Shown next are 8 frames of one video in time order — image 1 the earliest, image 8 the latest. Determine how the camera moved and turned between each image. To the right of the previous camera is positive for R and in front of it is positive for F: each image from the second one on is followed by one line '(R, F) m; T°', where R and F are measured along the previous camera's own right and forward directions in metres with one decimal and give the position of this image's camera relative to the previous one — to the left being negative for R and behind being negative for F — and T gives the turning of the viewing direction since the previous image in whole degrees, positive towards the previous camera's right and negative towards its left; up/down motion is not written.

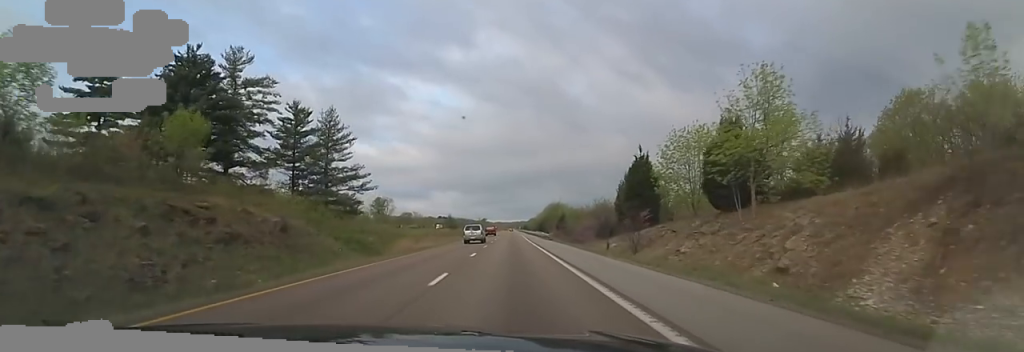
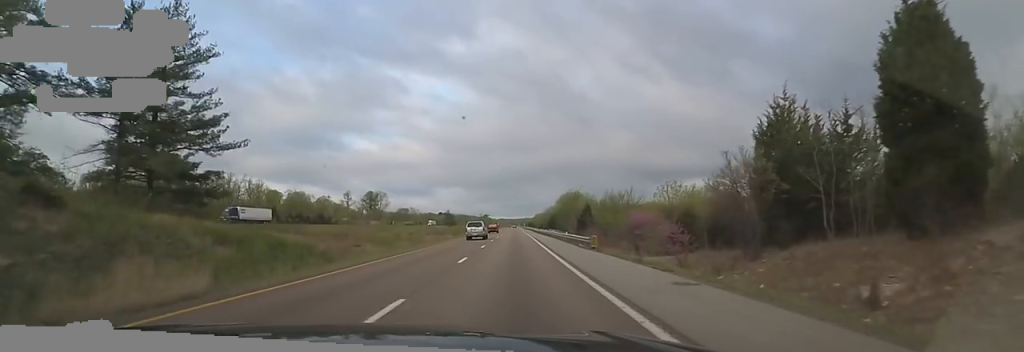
(+0.4, +29.5) m; -1°
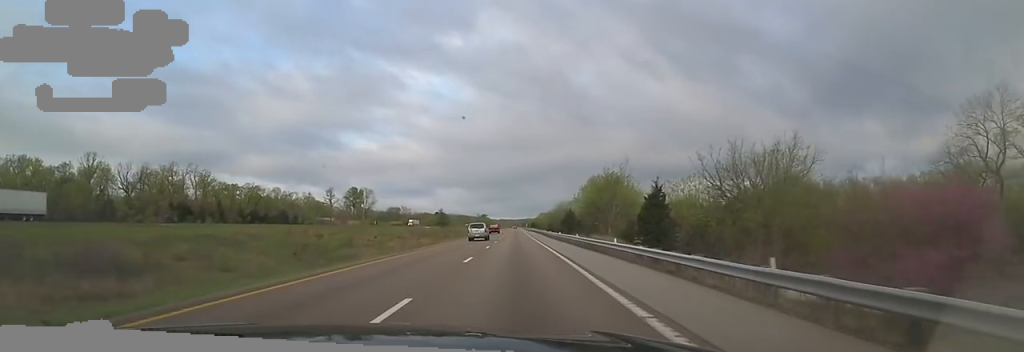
(-1.0, +36.6) m; -1°
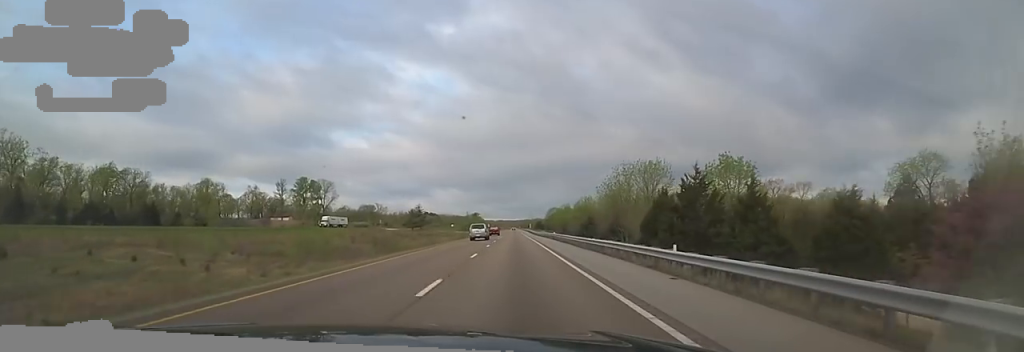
(+2.1, +71.3) m; 0°
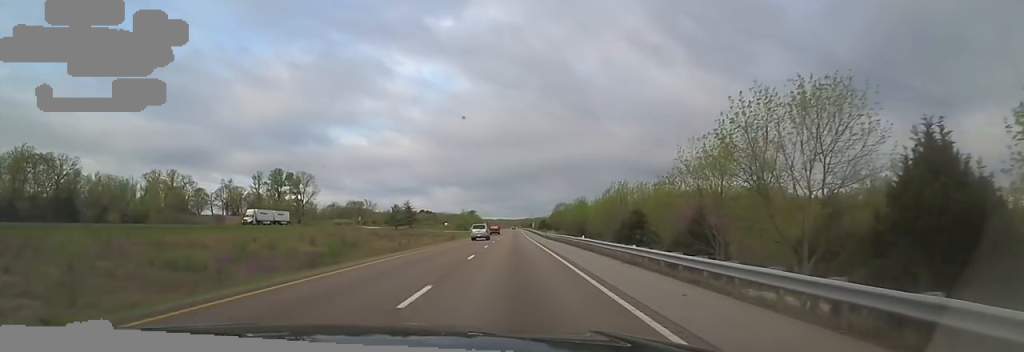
(-0.6, +25.3) m; -1°
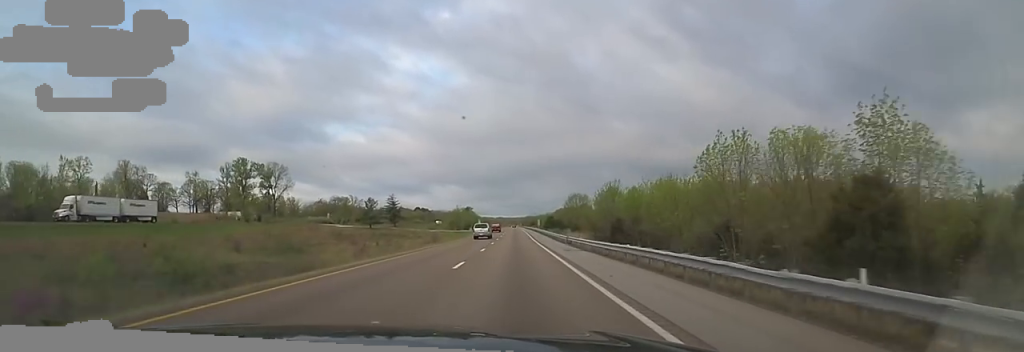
(-0.1, +28.6) m; 0°
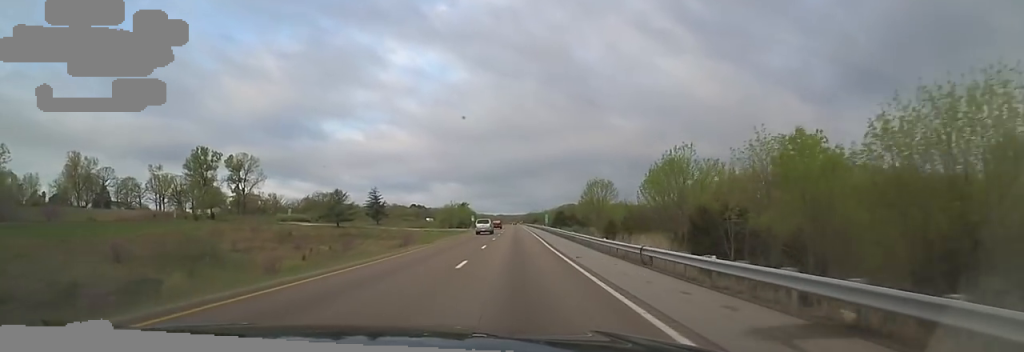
(0.0, +24.3) m; +1°
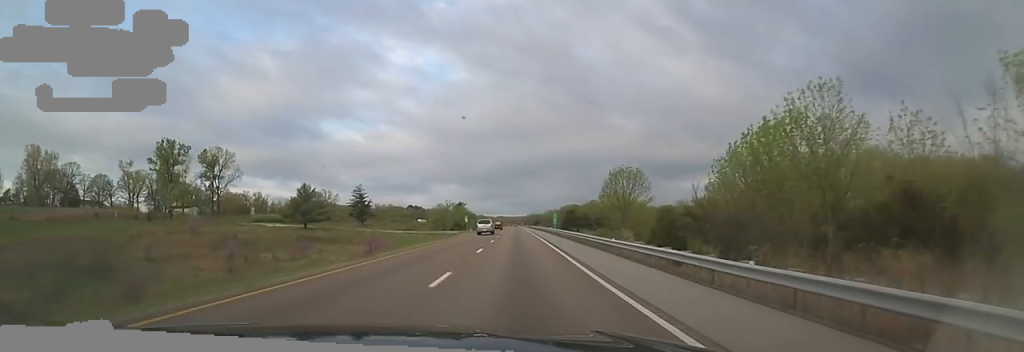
(-0.2, +16.8) m; +1°
